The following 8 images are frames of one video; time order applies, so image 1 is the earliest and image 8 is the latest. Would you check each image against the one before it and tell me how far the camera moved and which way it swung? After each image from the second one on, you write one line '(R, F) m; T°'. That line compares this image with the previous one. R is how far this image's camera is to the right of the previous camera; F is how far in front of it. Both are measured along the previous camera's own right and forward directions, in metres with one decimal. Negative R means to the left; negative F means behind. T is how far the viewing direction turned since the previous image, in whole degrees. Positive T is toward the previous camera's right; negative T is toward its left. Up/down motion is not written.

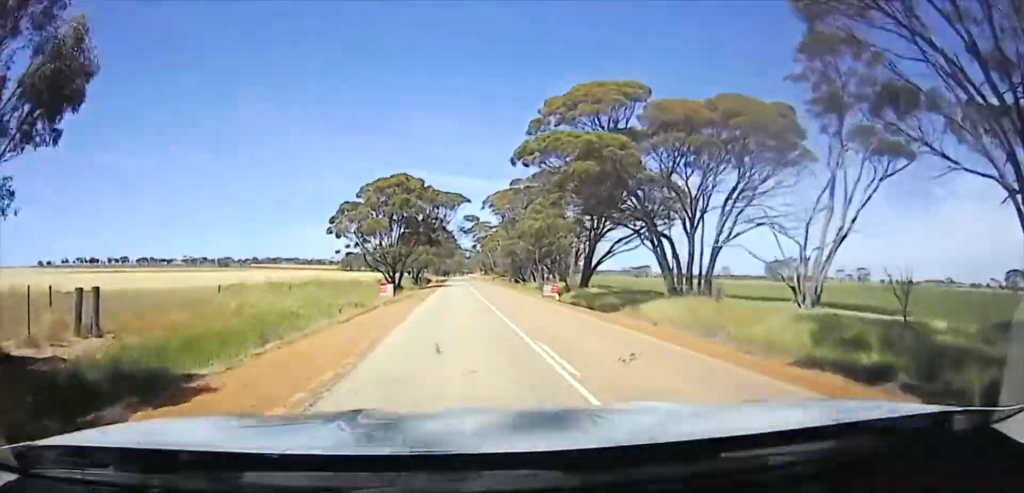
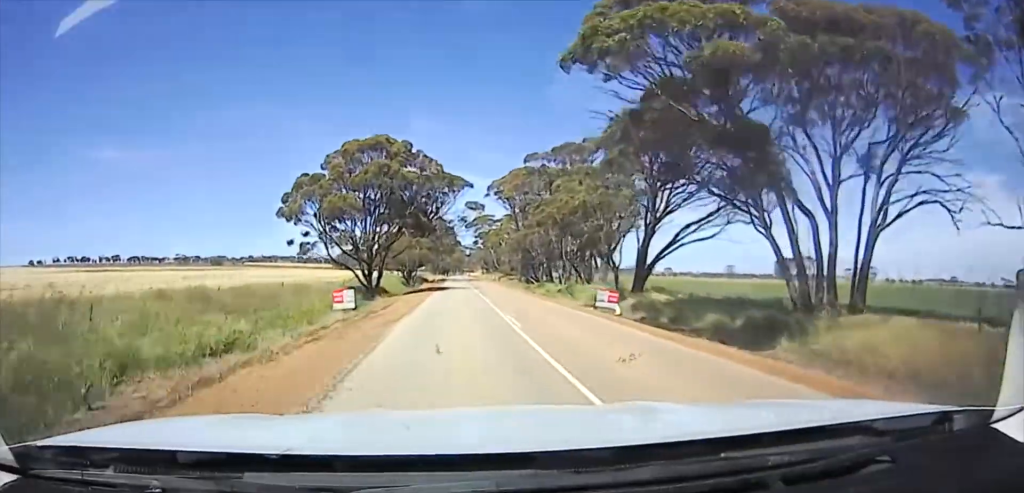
(0.0, +19.6) m; 0°
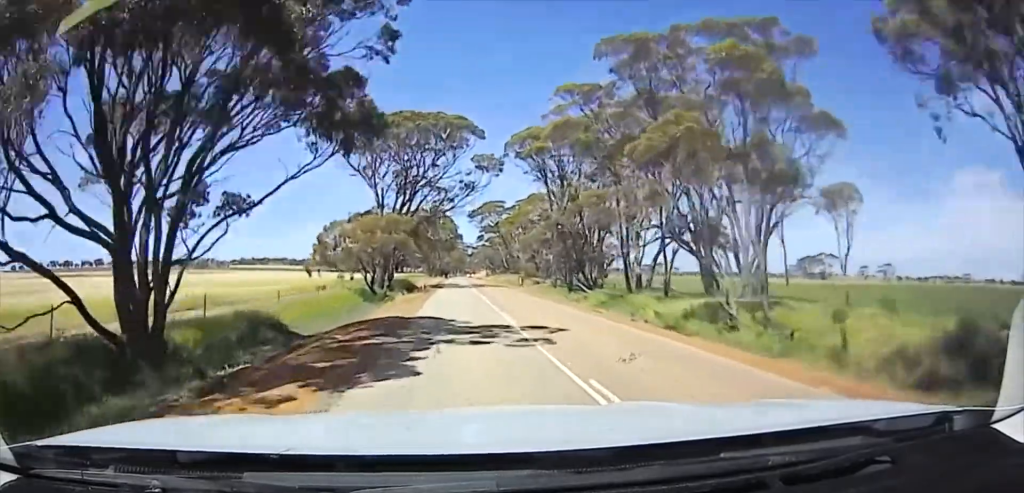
(0.0, +42.1) m; 0°
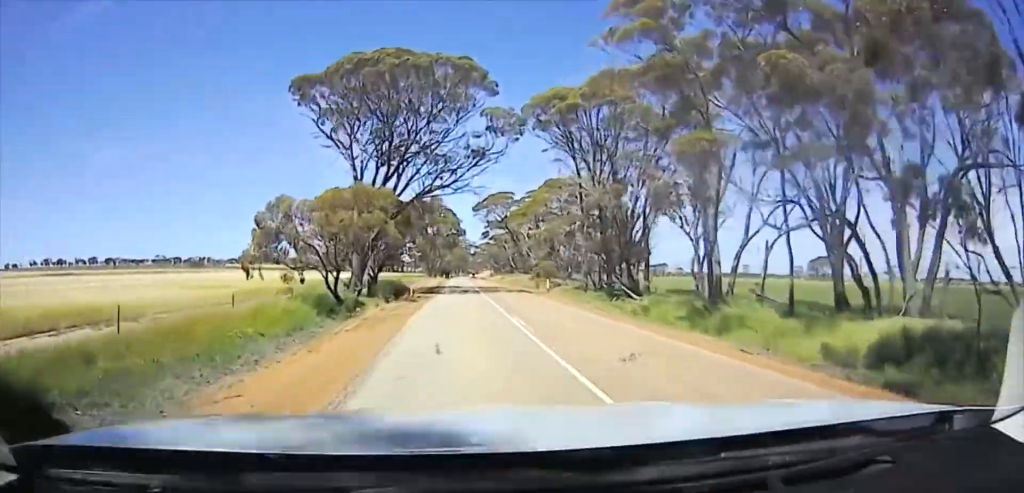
(0.0, +17.5) m; 0°
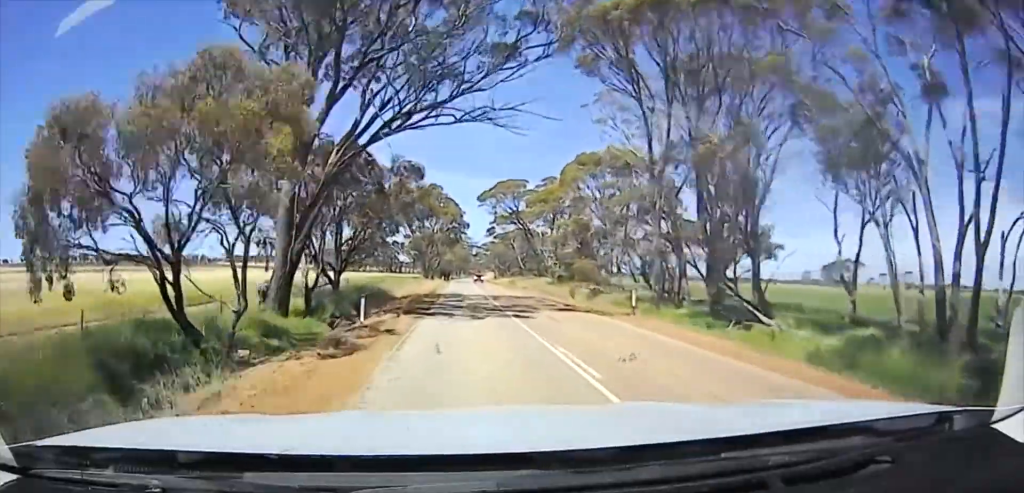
(0.0, +21.3) m; 0°
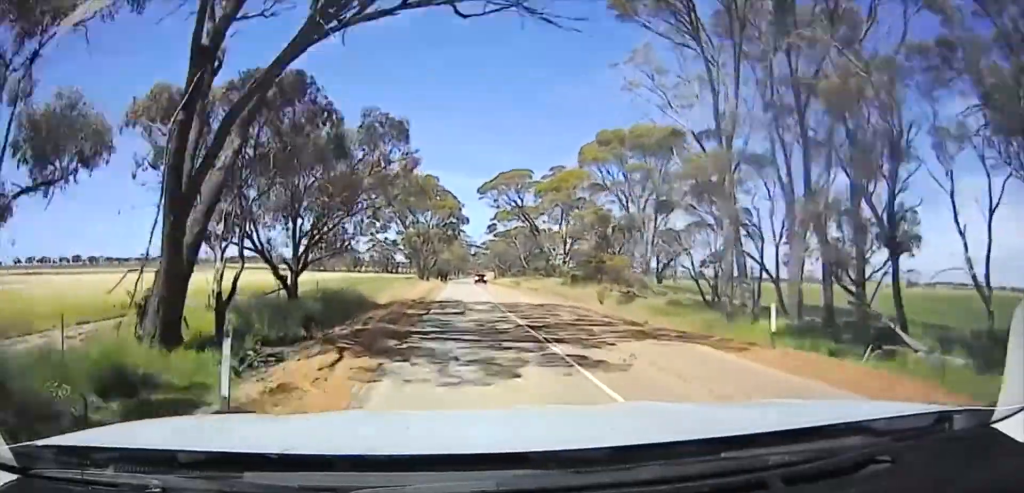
(0.0, +11.6) m; 0°
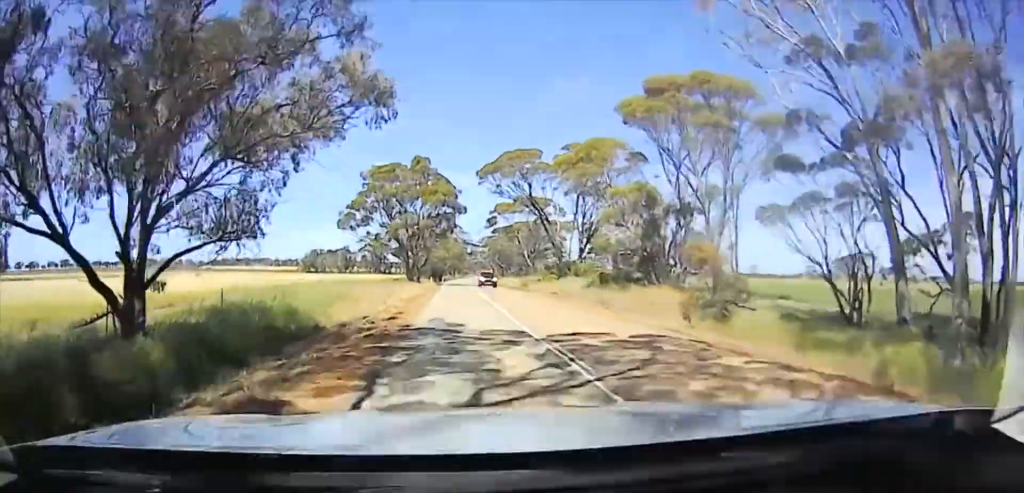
(0.0, +17.2) m; 0°
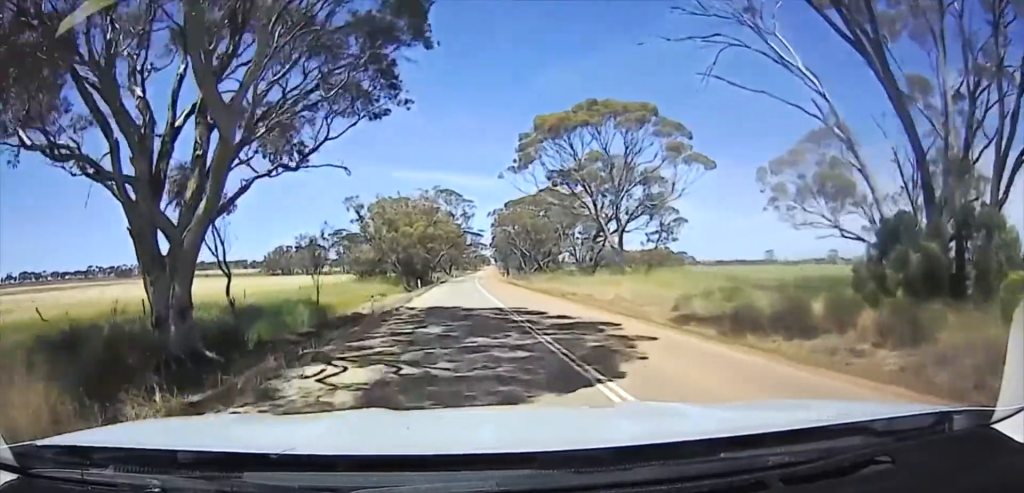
(0.0, +76.9) m; 0°
